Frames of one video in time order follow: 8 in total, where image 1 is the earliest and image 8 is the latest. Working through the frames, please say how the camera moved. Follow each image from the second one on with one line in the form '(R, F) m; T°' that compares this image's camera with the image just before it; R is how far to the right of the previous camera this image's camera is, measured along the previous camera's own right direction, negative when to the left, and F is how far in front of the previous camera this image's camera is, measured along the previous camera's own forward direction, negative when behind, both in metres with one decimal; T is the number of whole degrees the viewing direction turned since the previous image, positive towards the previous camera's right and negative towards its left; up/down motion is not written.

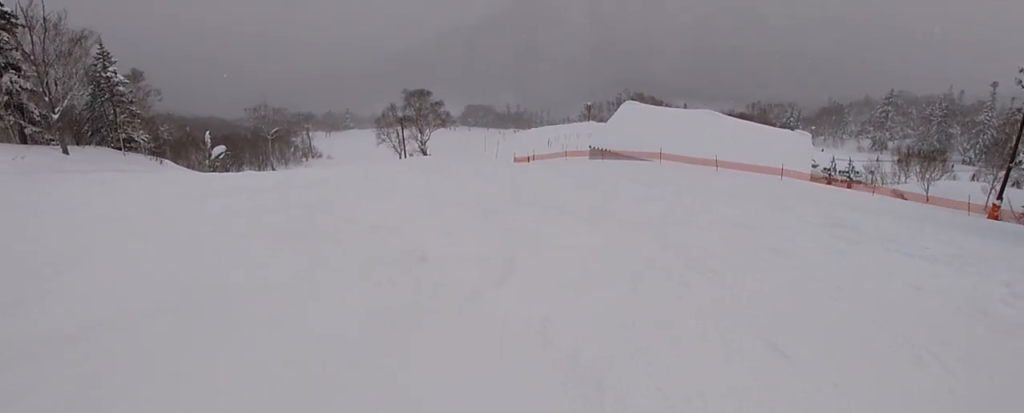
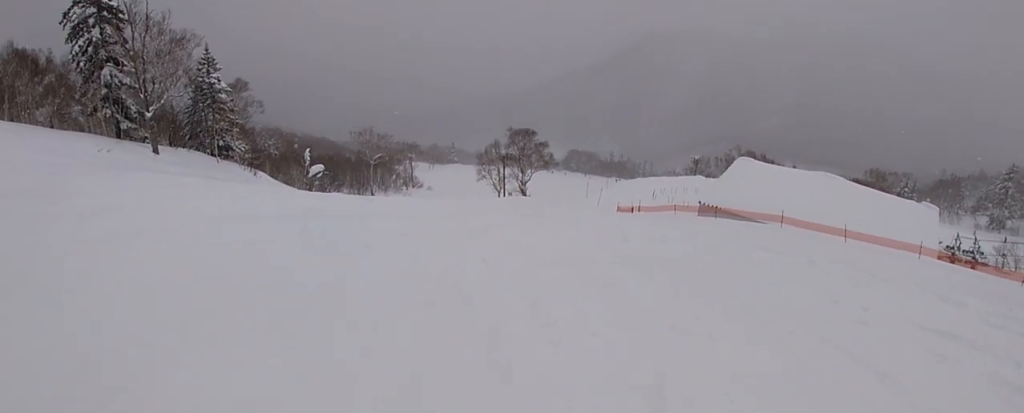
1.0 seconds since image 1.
(-0.2, +4.4) m; -10°
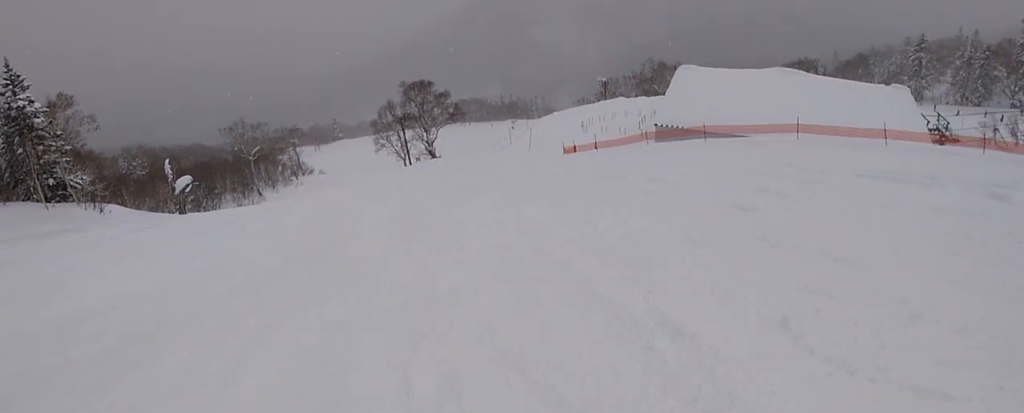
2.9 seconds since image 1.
(+0.3, +12.5) m; +16°
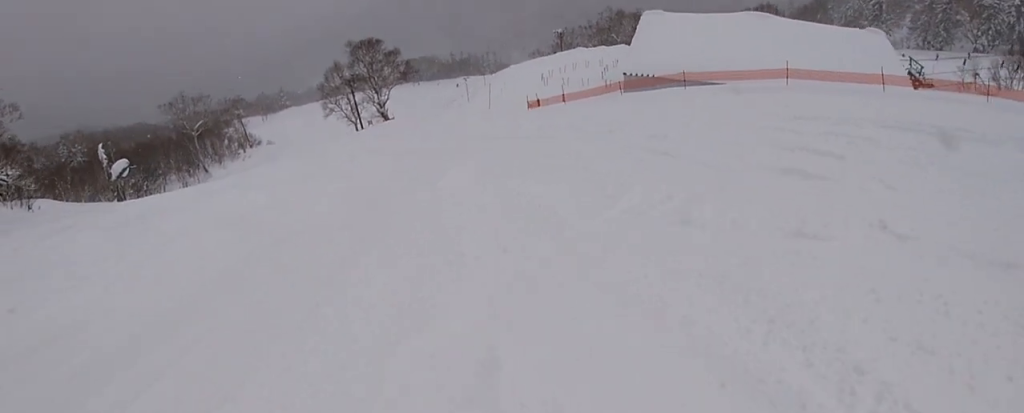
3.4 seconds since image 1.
(+0.9, +3.4) m; +2°
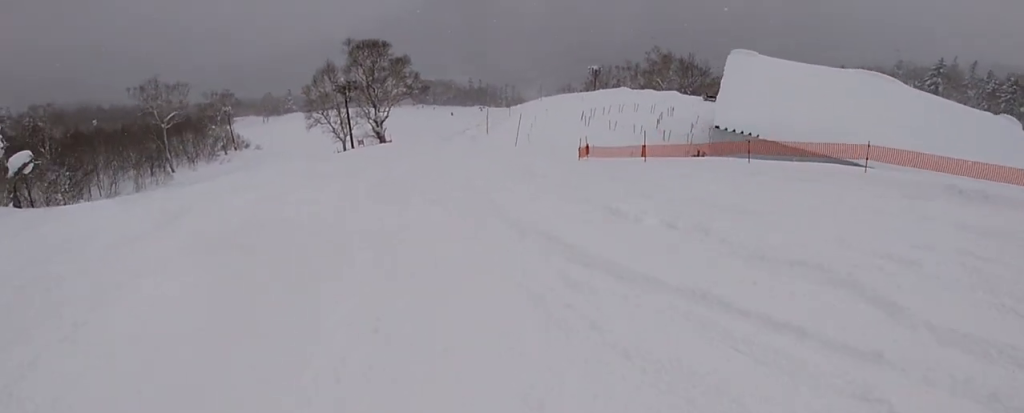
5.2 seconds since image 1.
(-1.9, +15.9) m; -10°
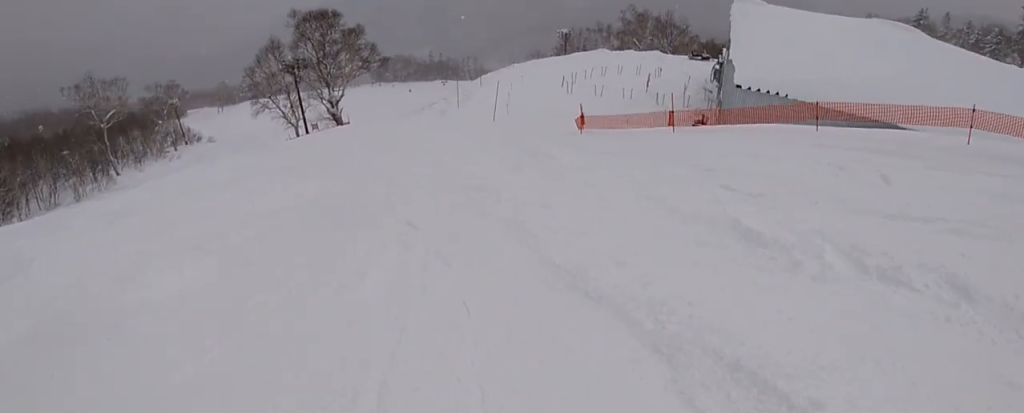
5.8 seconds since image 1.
(0.0, +5.7) m; -1°
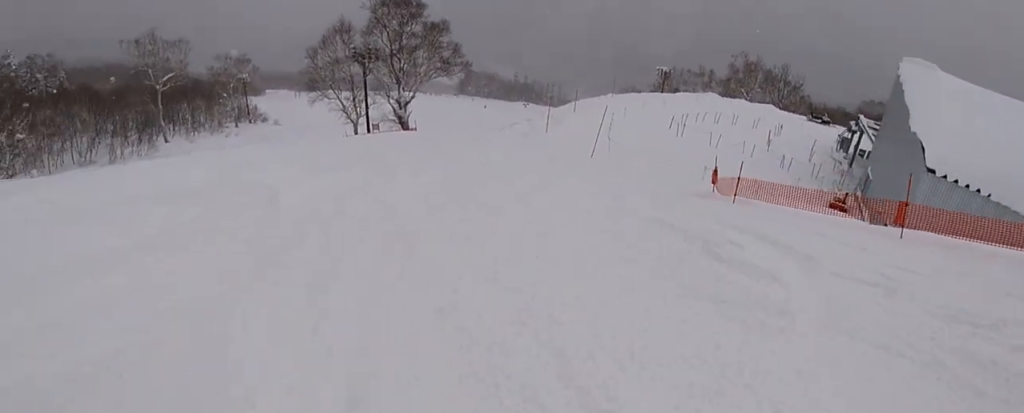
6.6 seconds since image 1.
(-0.4, +7.9) m; -1°
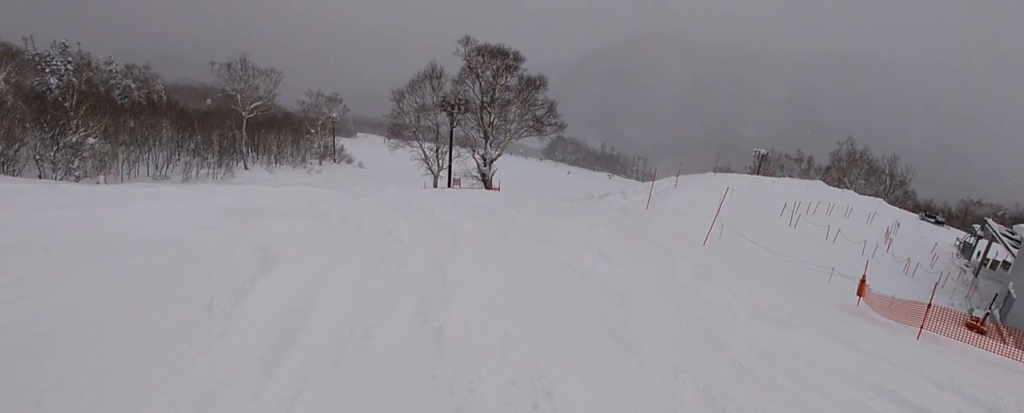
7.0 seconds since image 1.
(+0.1, +4.3) m; +4°
